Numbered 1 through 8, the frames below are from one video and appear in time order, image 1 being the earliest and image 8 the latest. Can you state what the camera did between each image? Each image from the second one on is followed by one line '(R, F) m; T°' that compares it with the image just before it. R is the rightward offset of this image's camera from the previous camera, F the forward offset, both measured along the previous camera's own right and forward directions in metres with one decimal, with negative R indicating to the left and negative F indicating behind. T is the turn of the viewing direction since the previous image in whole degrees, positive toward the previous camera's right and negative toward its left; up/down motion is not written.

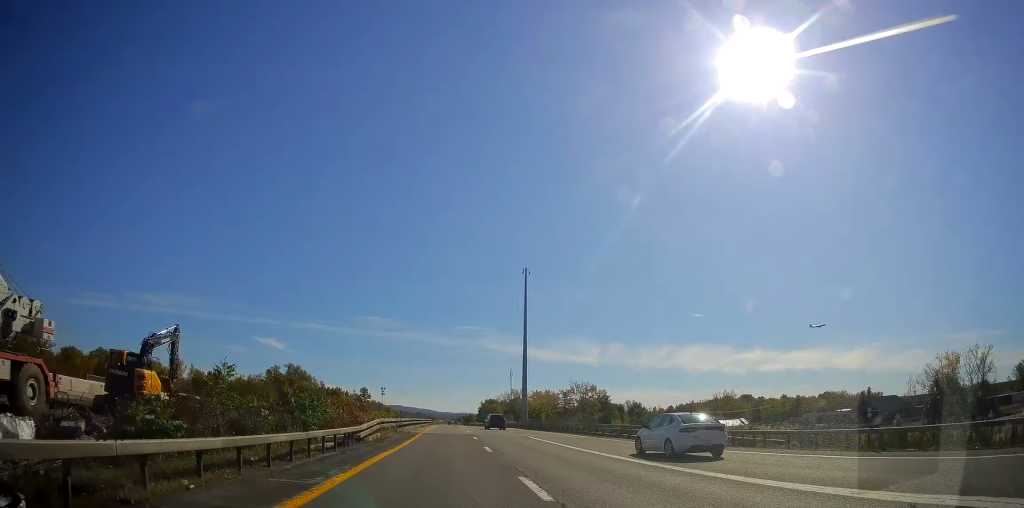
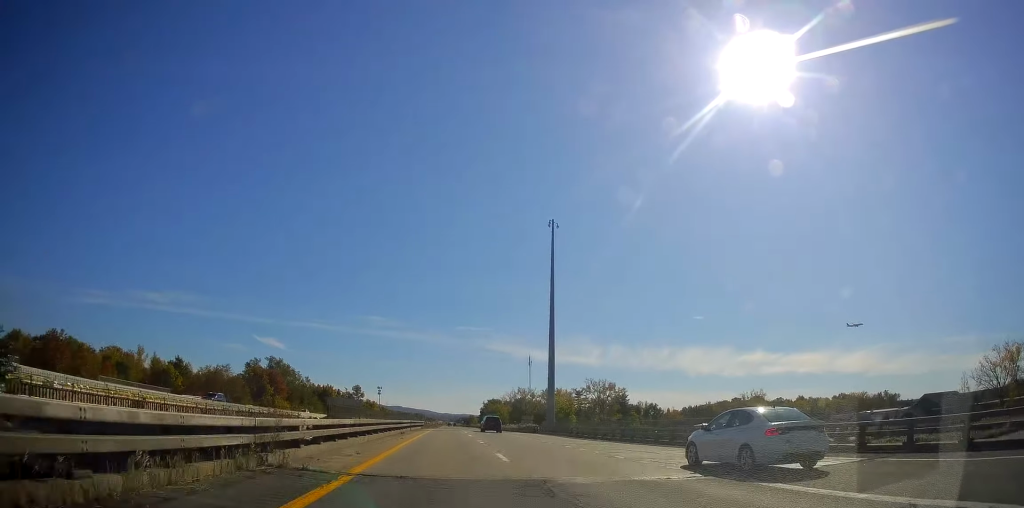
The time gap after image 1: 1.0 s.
(0.0, +29.0) m; 0°
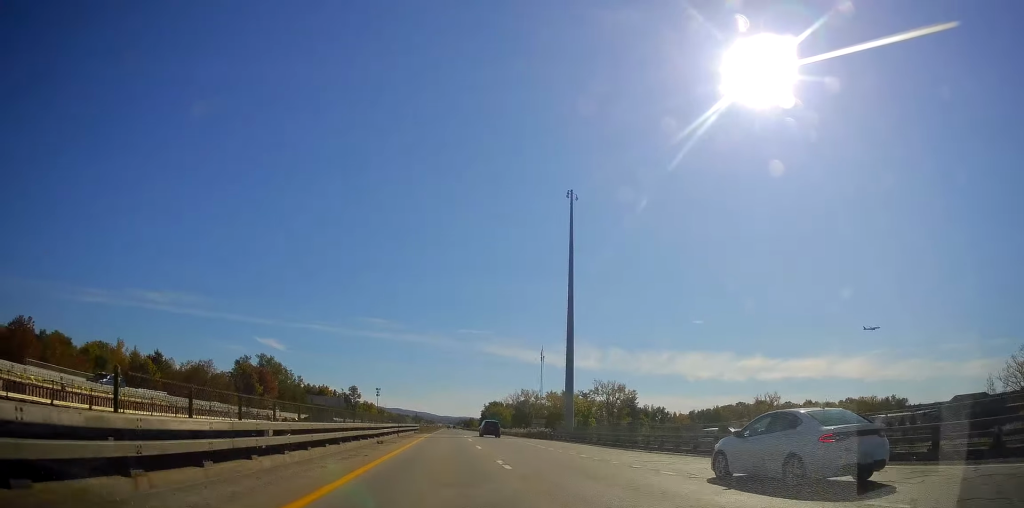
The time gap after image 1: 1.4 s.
(0.0, +12.6) m; 0°
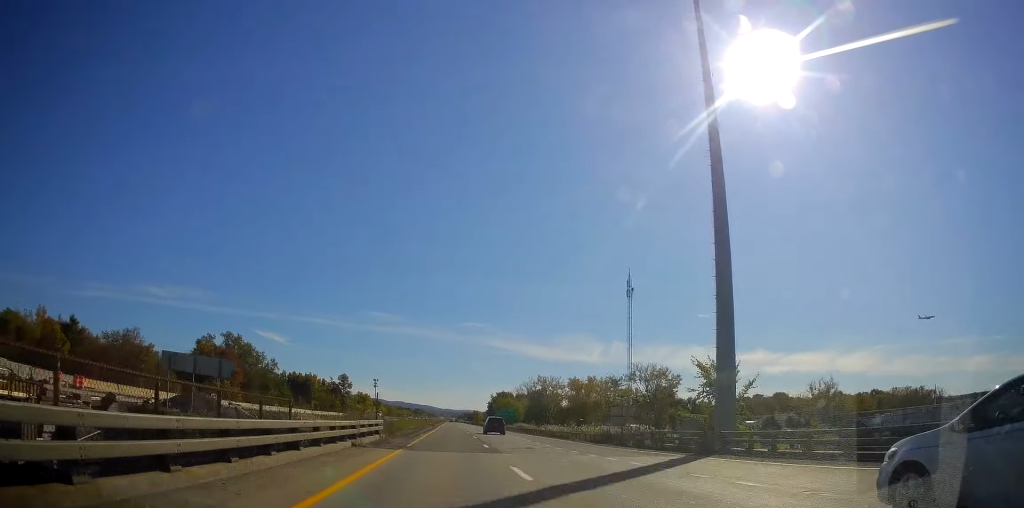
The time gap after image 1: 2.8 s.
(+0.5, +39.9) m; 0°
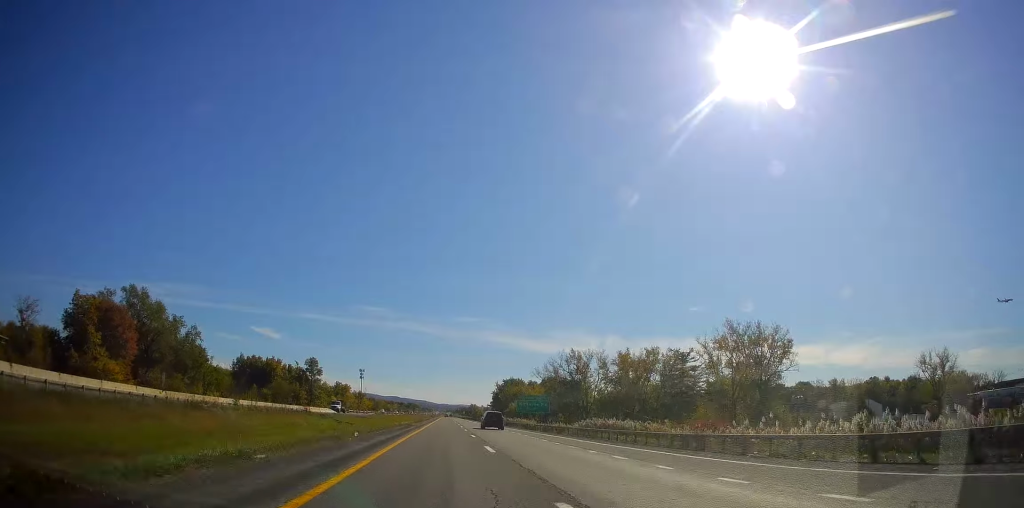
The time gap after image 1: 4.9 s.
(-1.0, +63.0) m; -2°
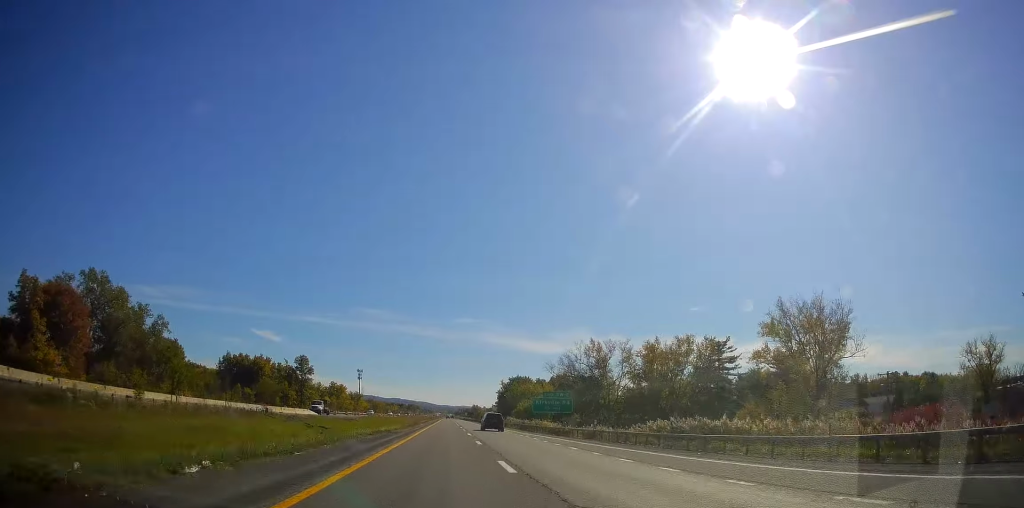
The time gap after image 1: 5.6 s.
(-0.2, +18.7) m; -1°
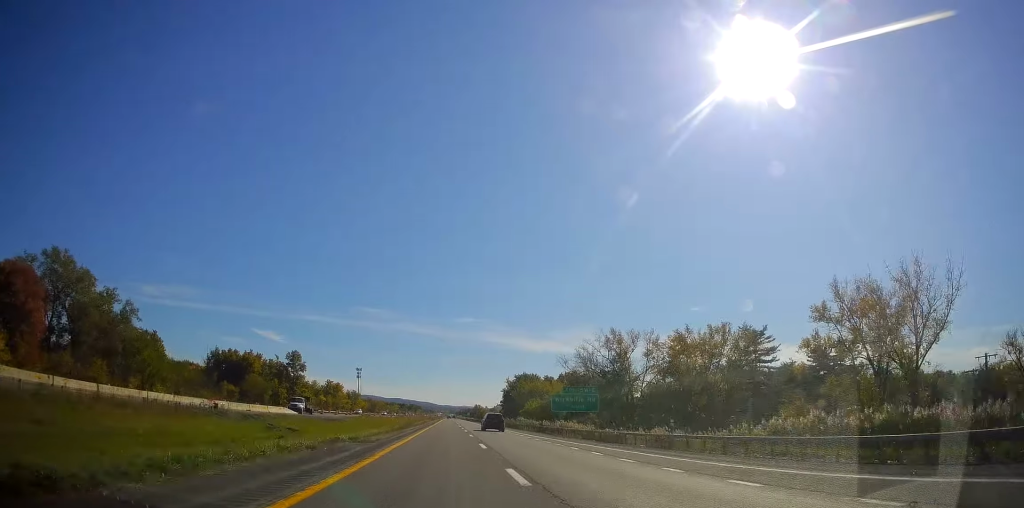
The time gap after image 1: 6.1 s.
(0.0, +14.8) m; 0°
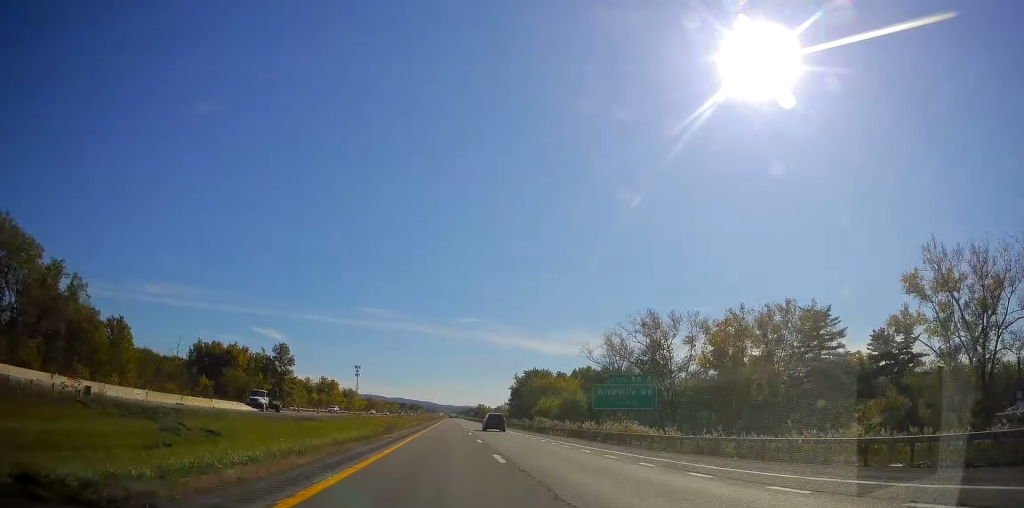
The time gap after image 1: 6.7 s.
(0.0, +19.7) m; 0°
